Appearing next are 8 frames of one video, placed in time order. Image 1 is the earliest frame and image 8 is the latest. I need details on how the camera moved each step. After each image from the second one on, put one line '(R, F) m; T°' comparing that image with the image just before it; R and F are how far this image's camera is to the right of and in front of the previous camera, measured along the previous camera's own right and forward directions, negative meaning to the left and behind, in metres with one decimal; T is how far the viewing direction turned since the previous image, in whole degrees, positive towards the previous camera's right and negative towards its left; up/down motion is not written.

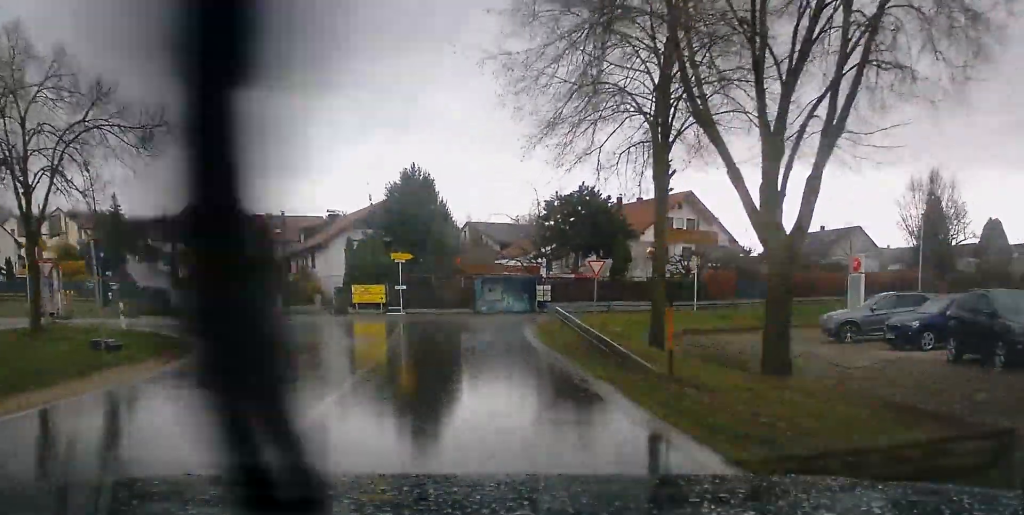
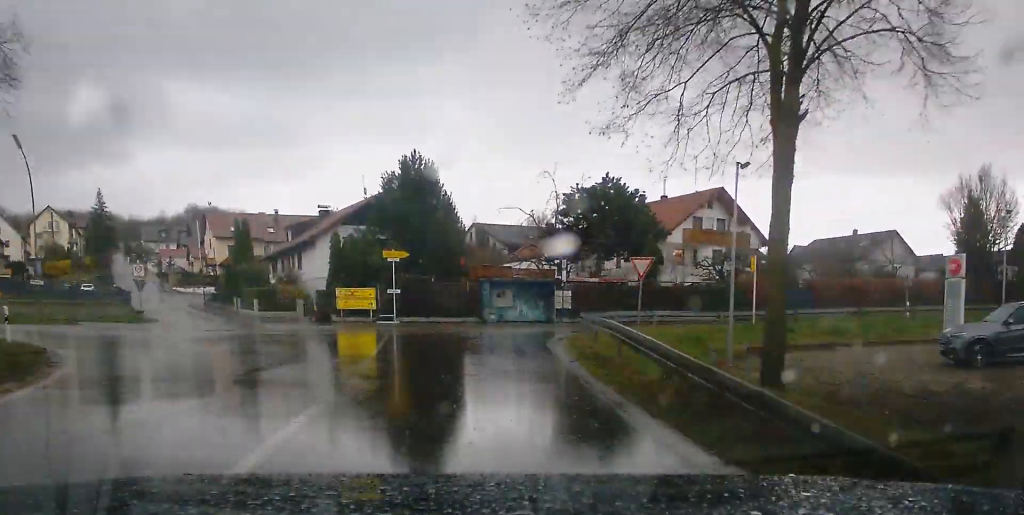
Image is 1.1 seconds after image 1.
(0.0, +6.6) m; -1°
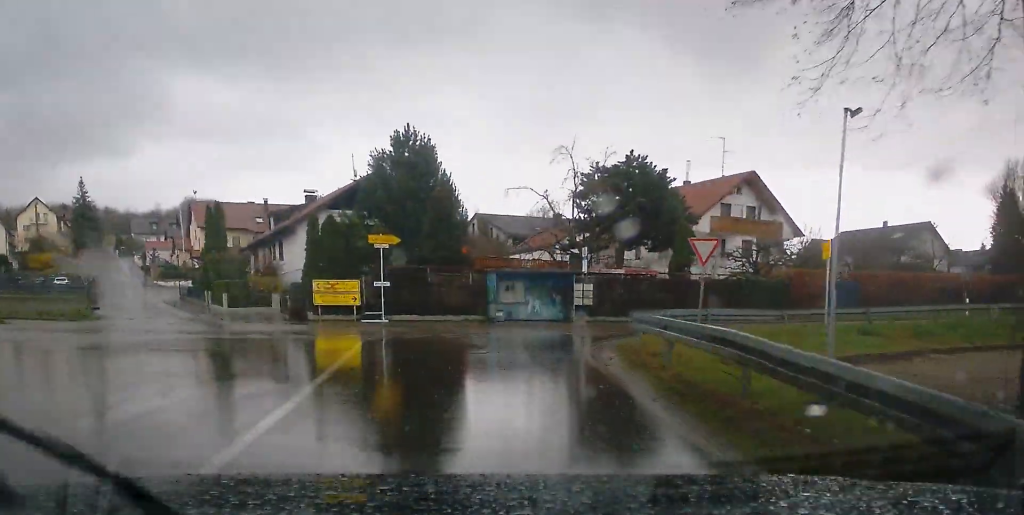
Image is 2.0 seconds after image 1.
(0.0, +5.5) m; 0°
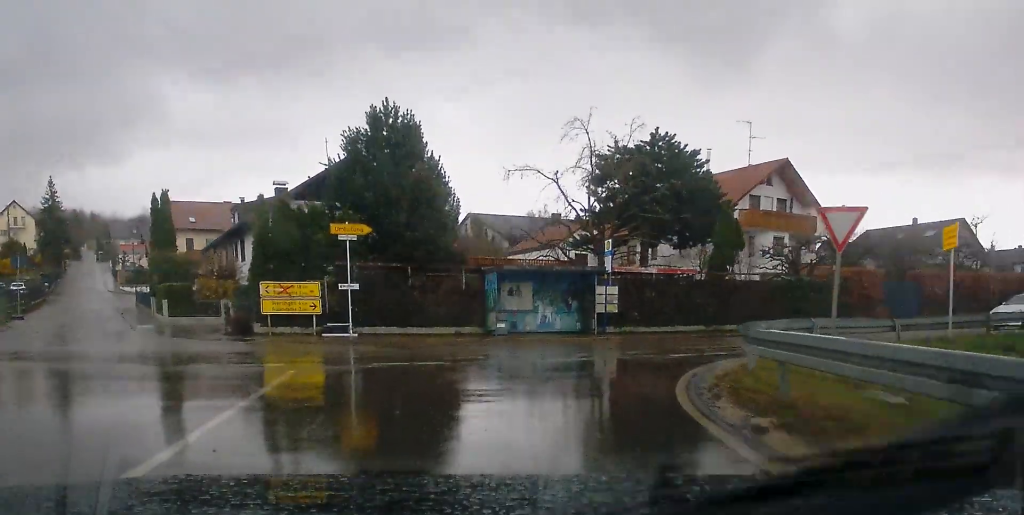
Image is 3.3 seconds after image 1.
(-0.2, +6.1) m; +1°
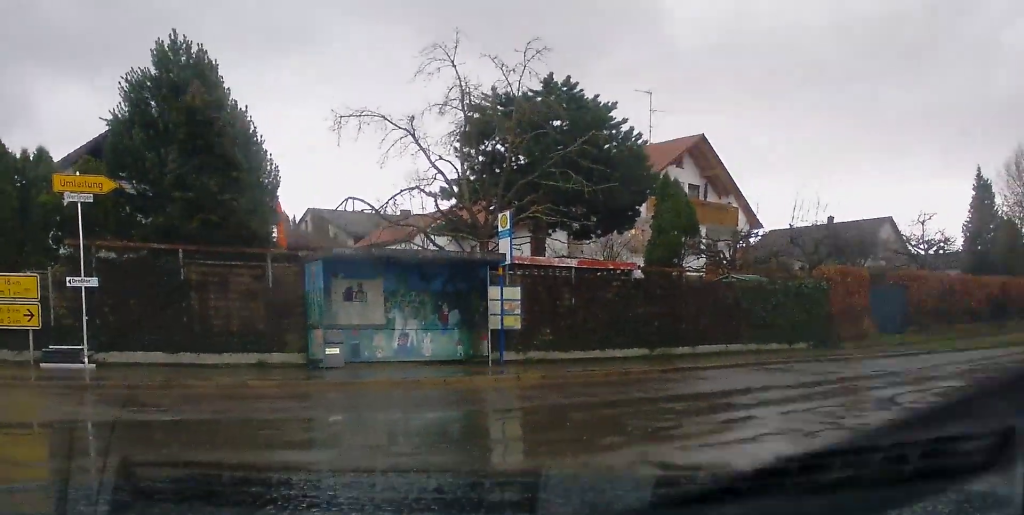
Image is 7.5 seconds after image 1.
(+2.9, +13.9) m; +38°
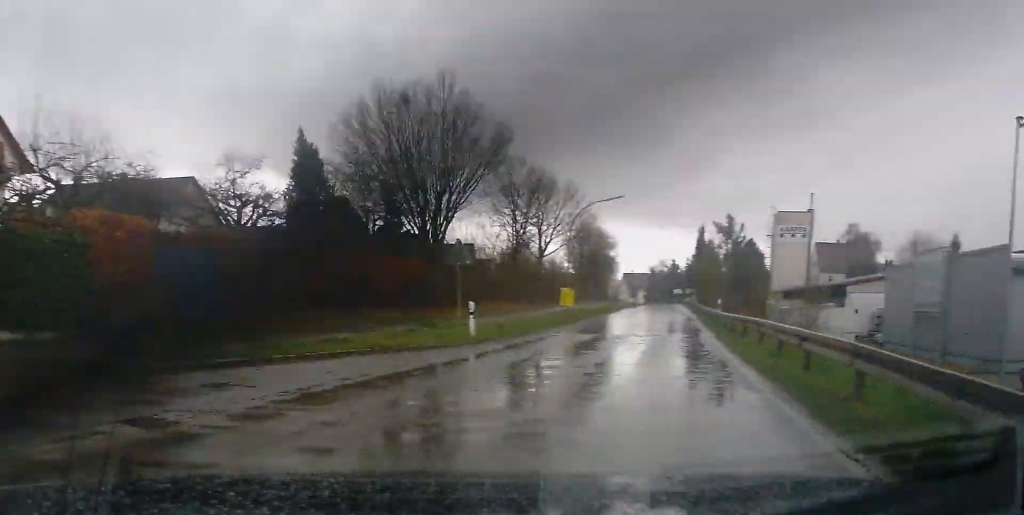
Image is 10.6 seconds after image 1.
(+4.8, +14.2) m; +30°
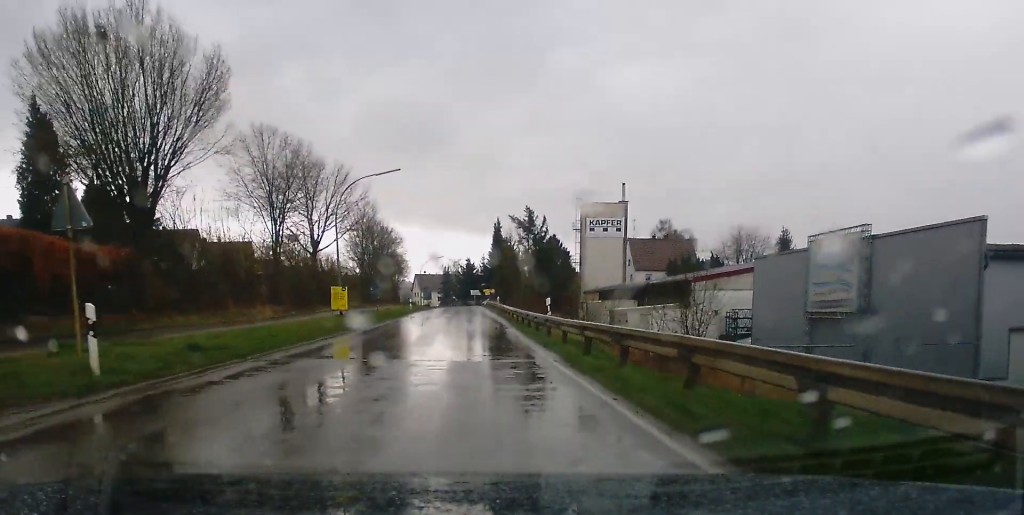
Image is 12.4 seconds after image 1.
(+0.9, +13.9) m; +3°
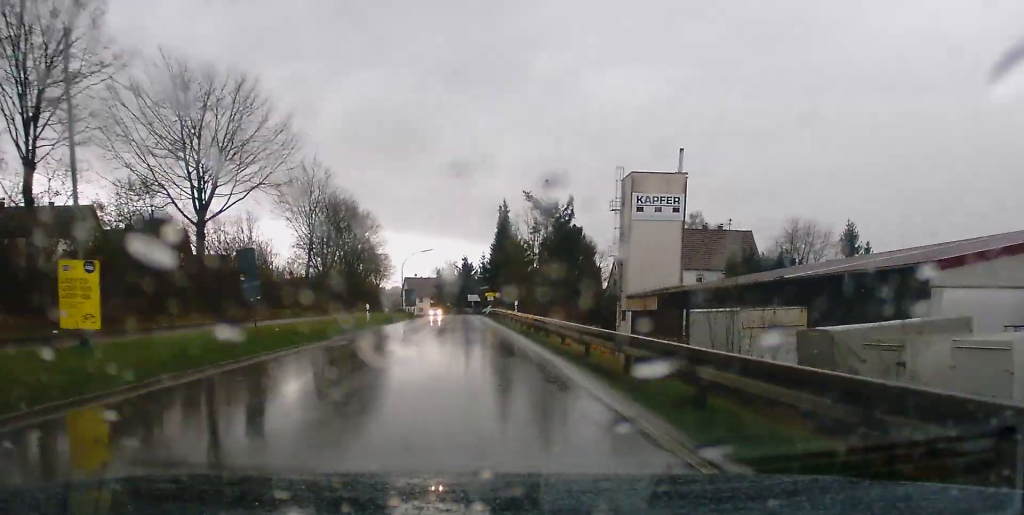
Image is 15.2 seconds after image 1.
(+0.3, +30.2) m; +2°
